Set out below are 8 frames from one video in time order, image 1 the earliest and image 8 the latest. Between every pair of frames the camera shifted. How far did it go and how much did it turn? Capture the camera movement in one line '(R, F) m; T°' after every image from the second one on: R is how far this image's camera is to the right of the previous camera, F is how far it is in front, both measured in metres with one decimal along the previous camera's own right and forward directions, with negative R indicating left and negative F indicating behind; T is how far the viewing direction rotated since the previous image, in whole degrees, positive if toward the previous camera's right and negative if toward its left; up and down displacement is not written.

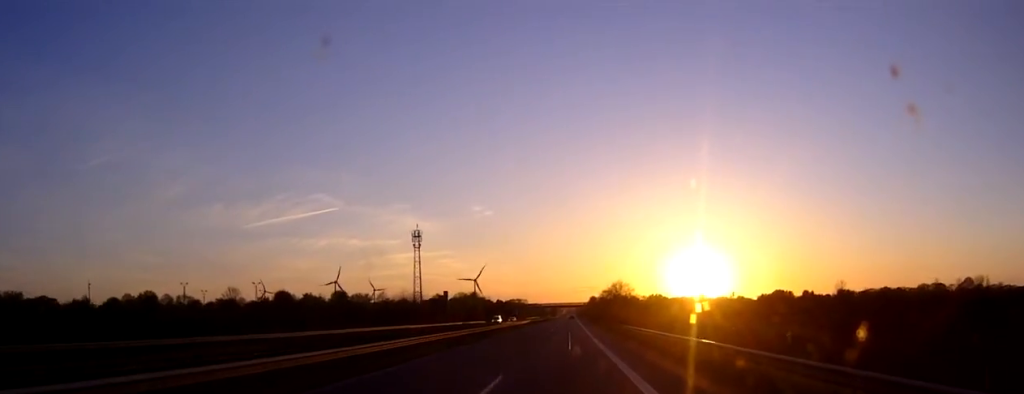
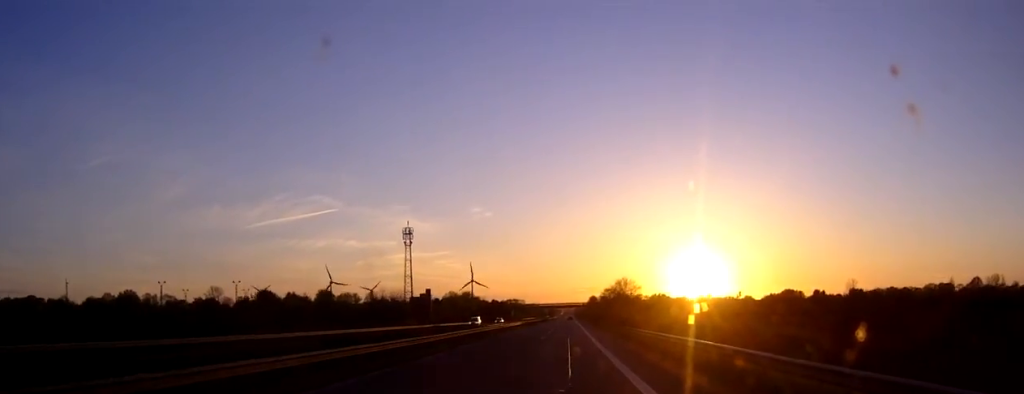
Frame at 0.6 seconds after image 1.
(0.0, +15.9) m; 0°
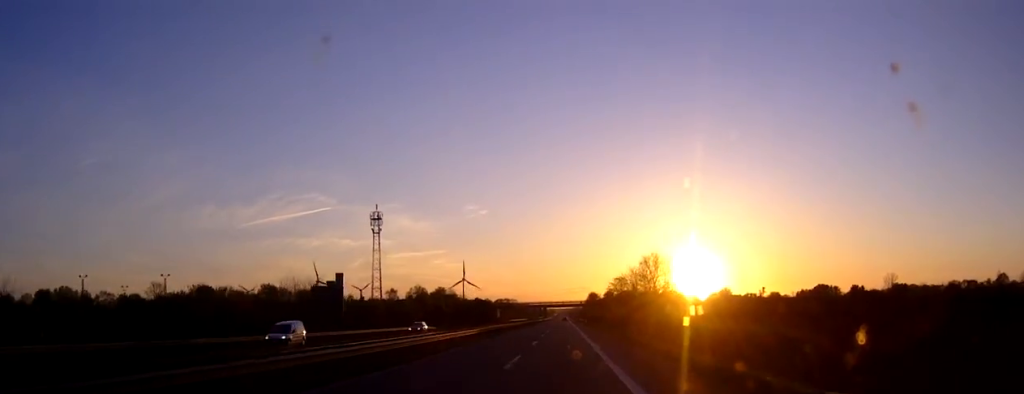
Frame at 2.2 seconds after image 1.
(0.0, +45.9) m; 0°
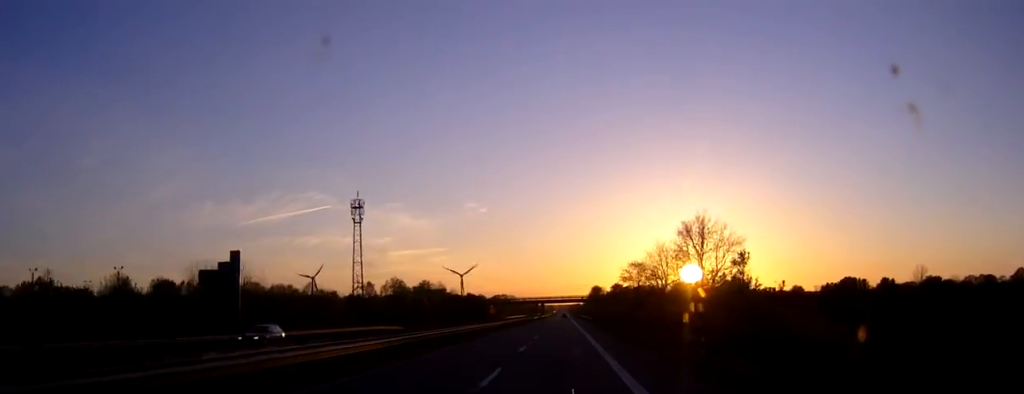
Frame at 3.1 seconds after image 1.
(0.0, +25.3) m; 0°
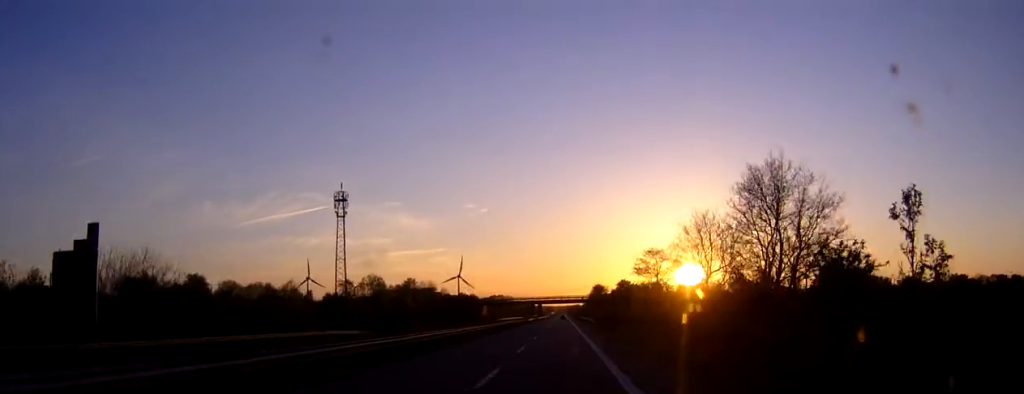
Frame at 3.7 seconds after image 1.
(0.0, +17.8) m; 0°
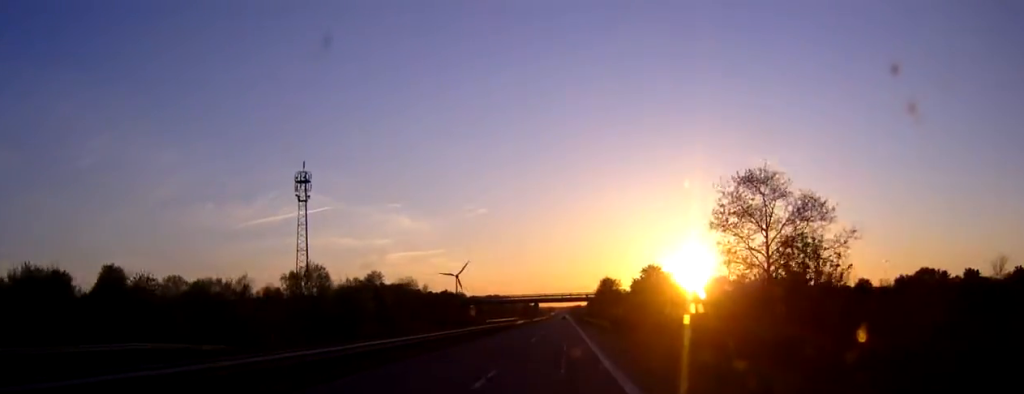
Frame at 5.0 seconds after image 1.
(0.0, +35.9) m; 0°
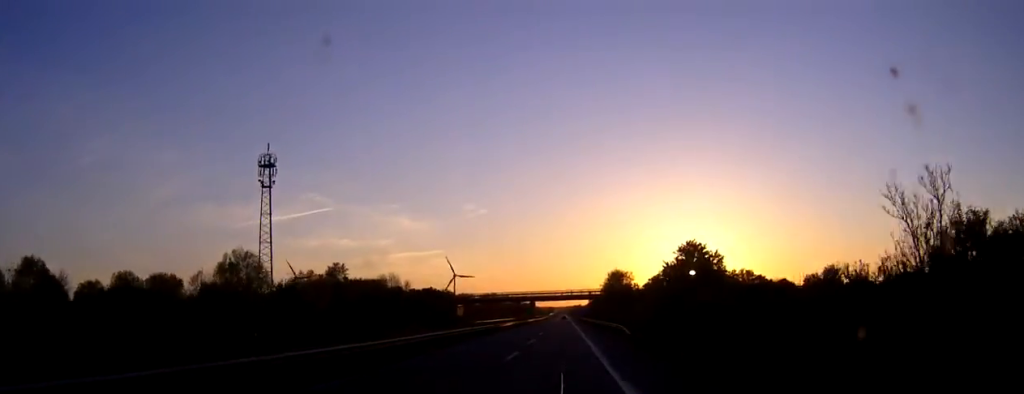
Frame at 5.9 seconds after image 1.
(0.0, +25.6) m; 0°
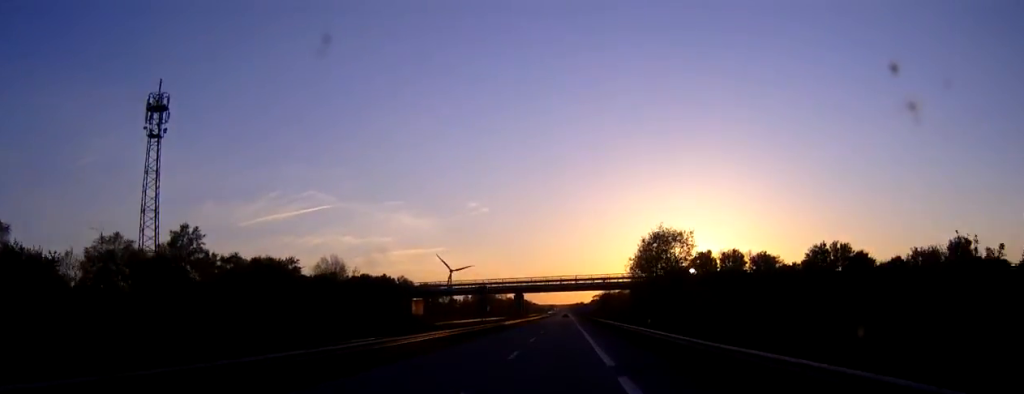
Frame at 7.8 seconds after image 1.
(+0.1, +54.0) m; 0°
